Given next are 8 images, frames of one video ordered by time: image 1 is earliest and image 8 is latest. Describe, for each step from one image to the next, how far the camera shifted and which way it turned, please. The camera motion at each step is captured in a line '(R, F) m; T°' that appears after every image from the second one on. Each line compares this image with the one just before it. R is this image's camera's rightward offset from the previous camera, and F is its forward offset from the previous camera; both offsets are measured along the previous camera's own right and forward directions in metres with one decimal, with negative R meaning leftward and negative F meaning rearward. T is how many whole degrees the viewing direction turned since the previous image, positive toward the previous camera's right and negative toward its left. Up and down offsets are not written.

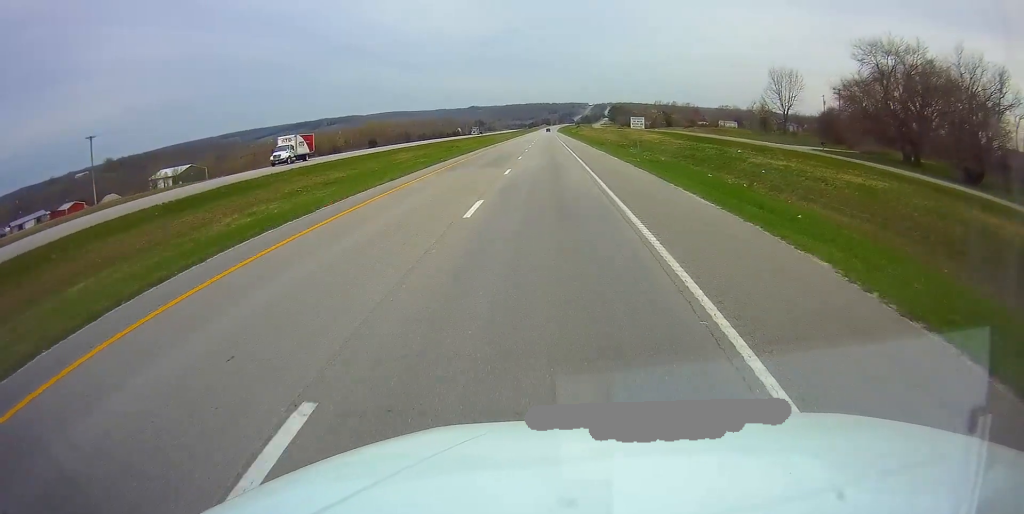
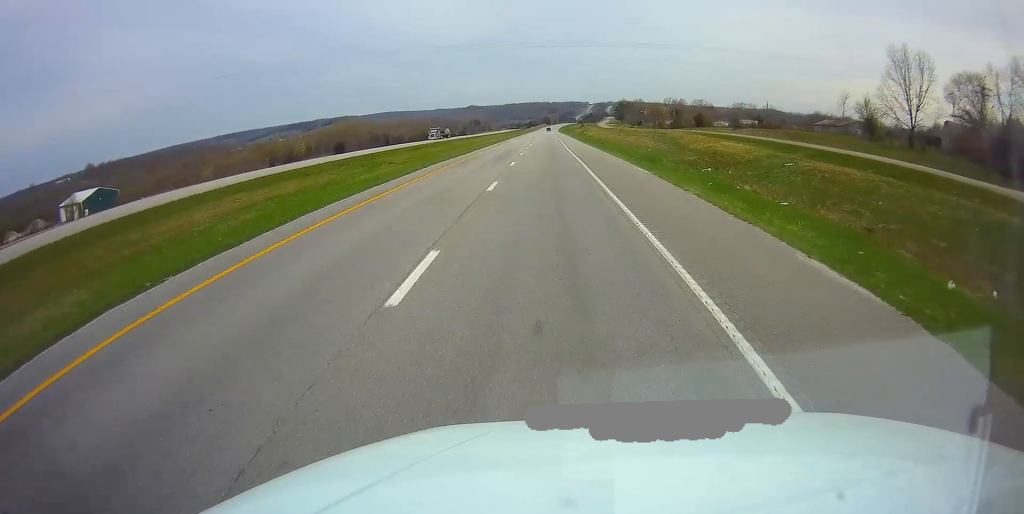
(-0.2, +43.7) m; 0°
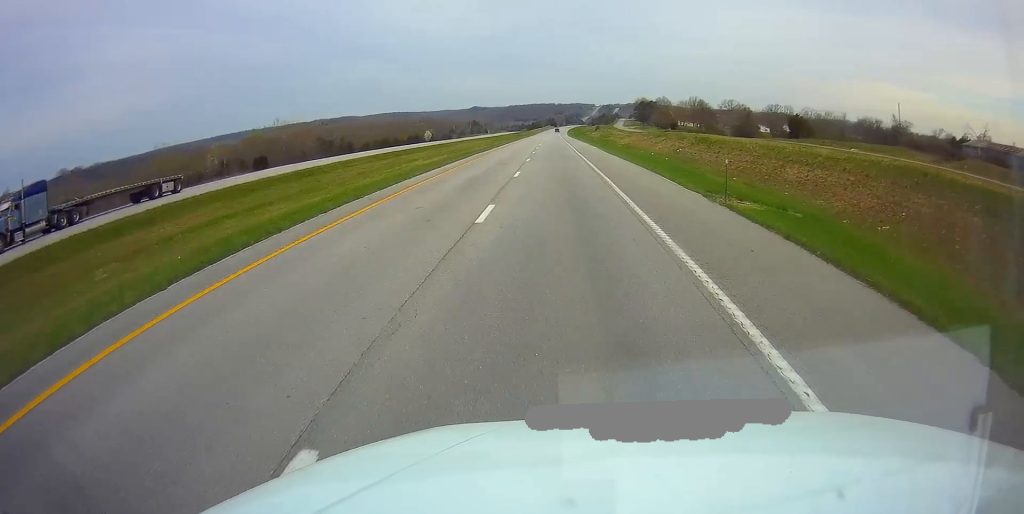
(+0.4, +67.7) m; 0°
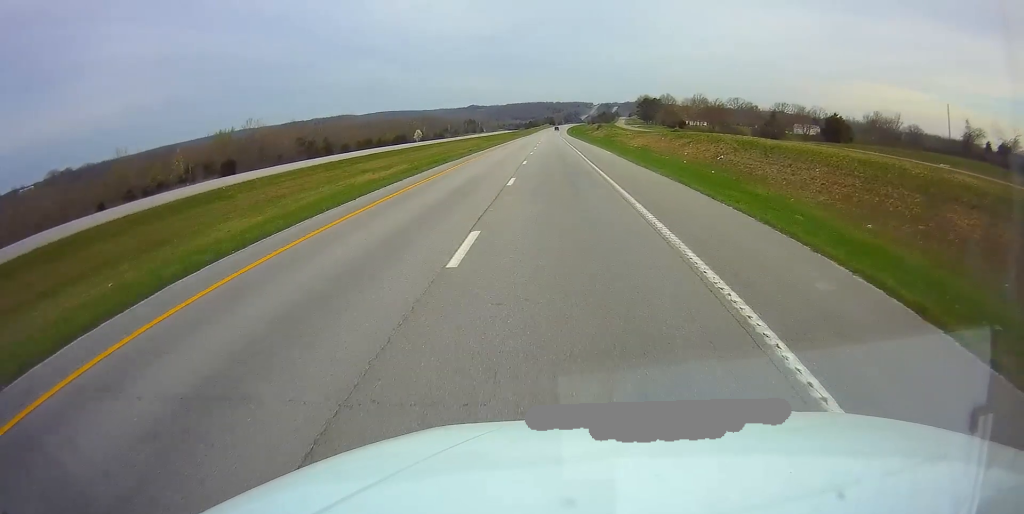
(-0.1, +16.6) m; 0°
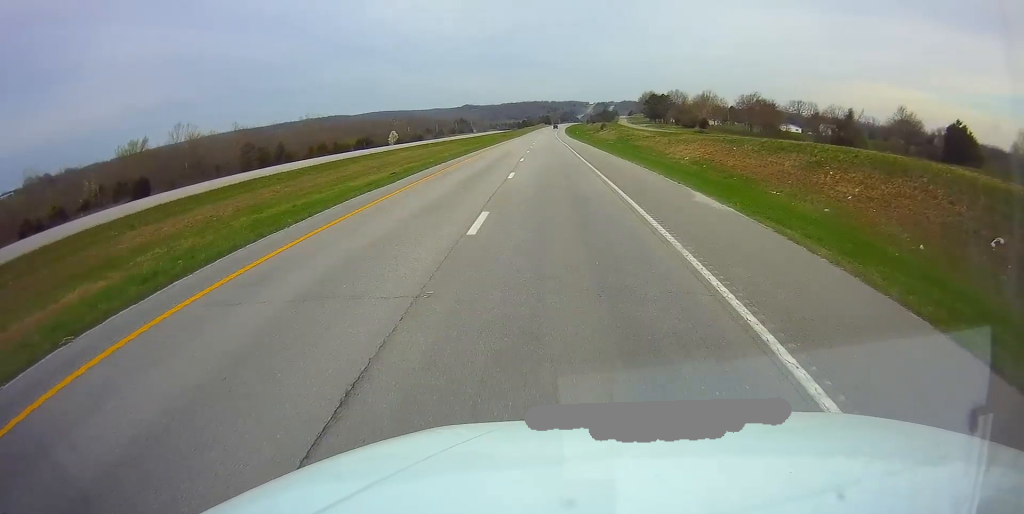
(+0.3, +34.5) m; 0°
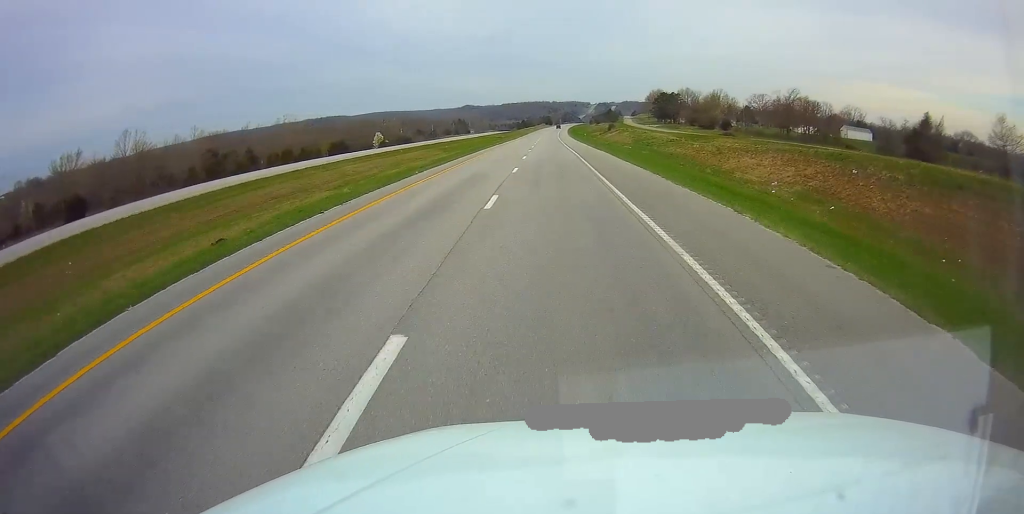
(0.0, +20.8) m; 0°
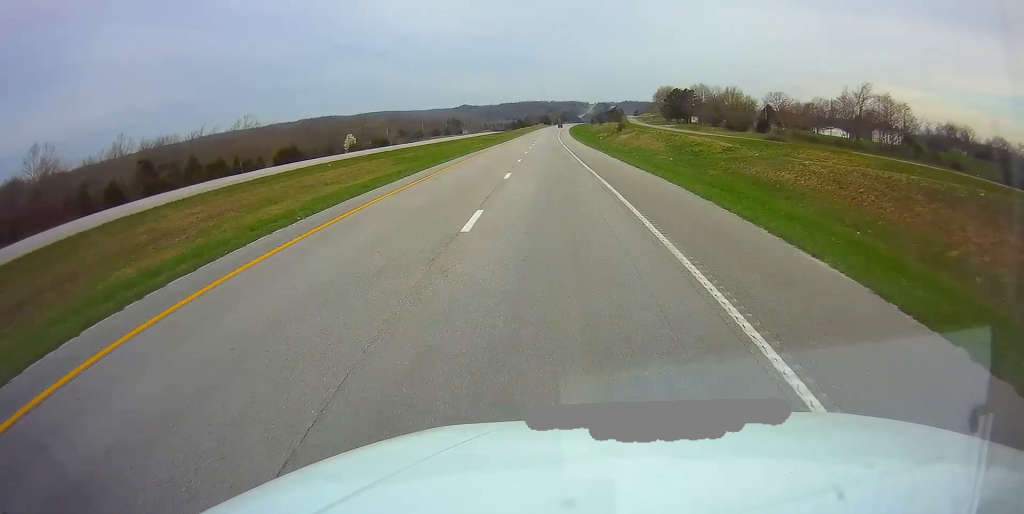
(0.0, +28.1) m; 0°
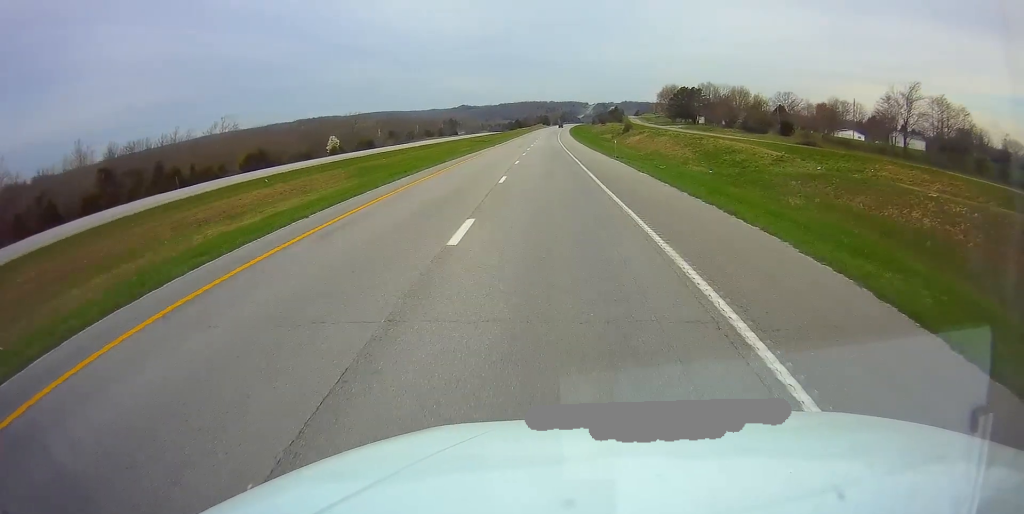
(0.0, +13.5) m; 0°
